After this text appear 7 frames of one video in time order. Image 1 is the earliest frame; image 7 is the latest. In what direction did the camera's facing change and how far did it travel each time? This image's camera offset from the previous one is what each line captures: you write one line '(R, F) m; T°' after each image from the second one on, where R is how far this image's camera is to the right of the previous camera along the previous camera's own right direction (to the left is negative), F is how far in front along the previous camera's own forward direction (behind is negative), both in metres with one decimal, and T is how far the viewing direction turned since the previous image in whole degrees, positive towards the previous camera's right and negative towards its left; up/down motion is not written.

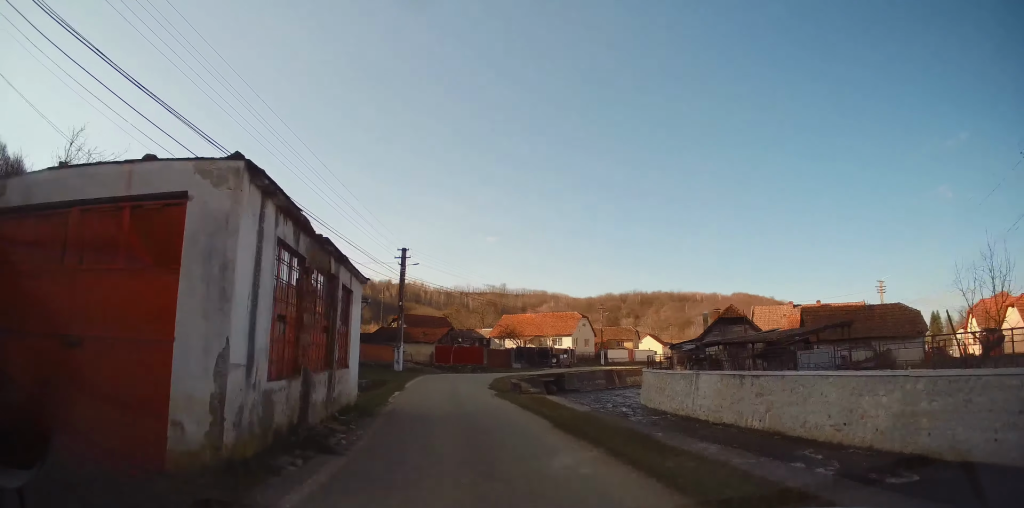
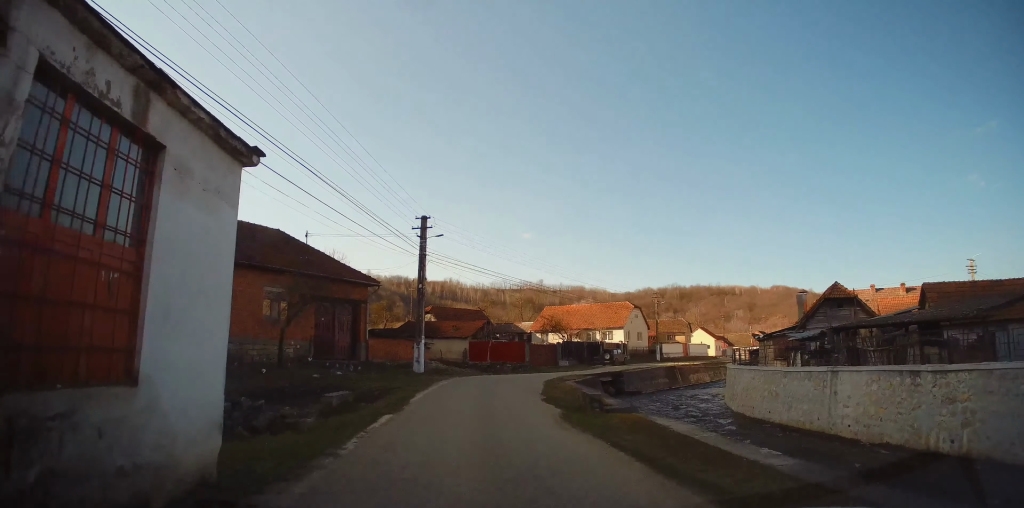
(-0.1, +8.8) m; -2°
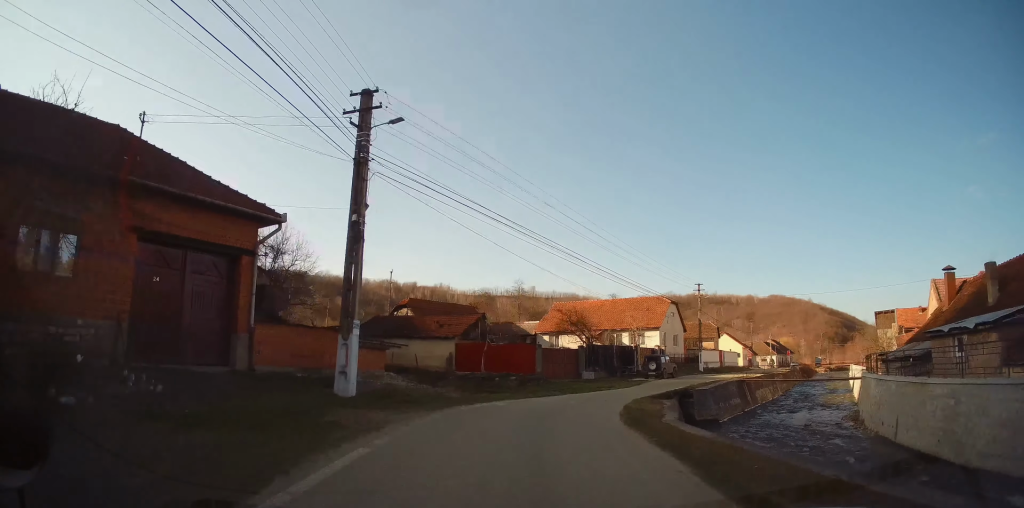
(-0.3, +14.9) m; -1°
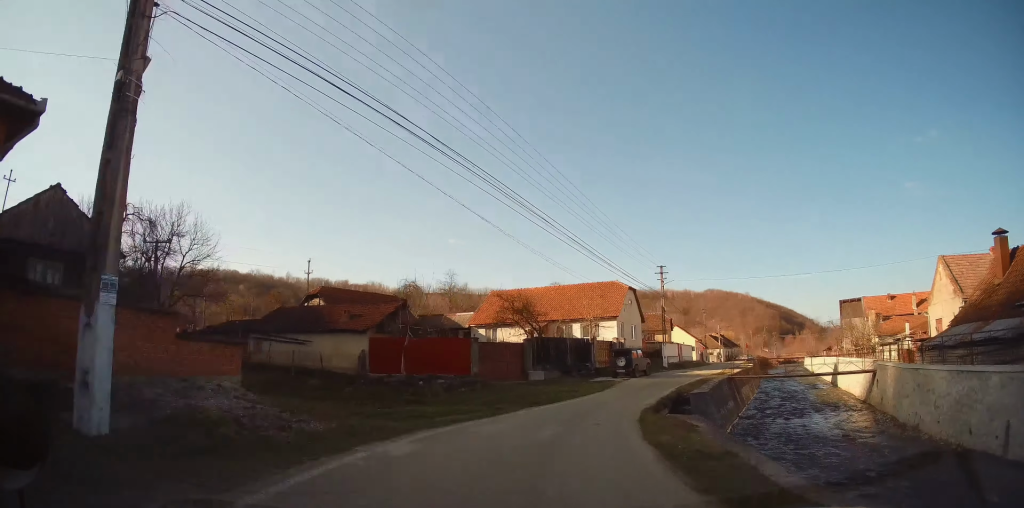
(0.0, +7.7) m; +3°
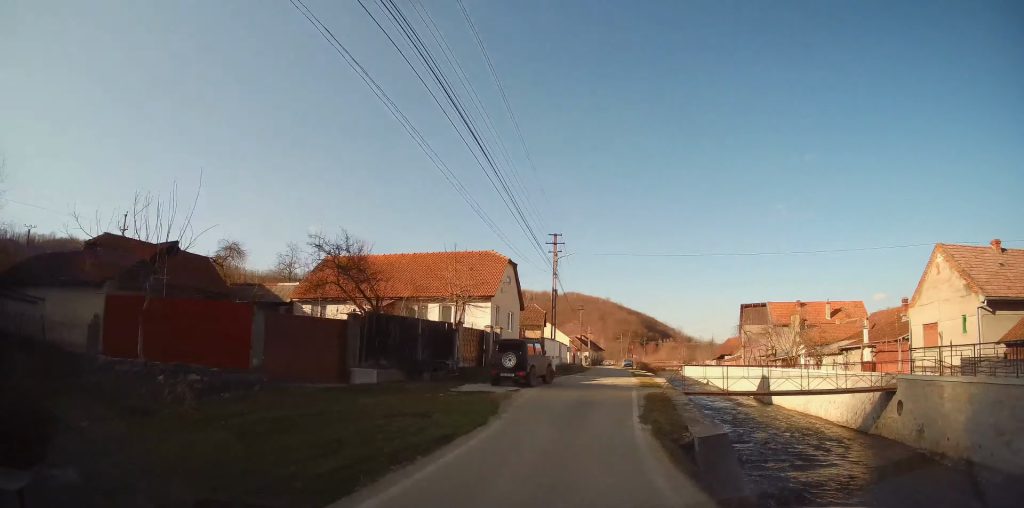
(+0.9, +12.1) m; +13°
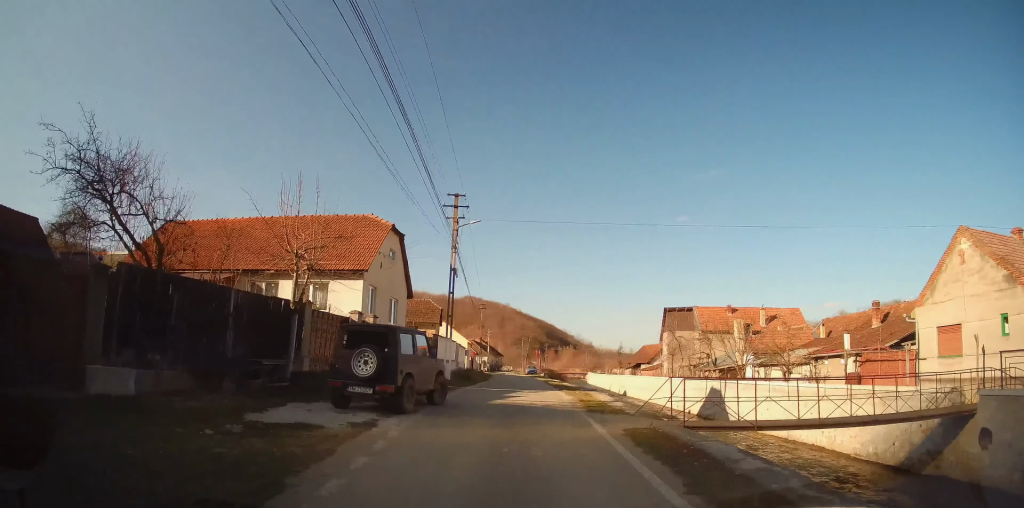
(+1.0, +9.0) m; +13°
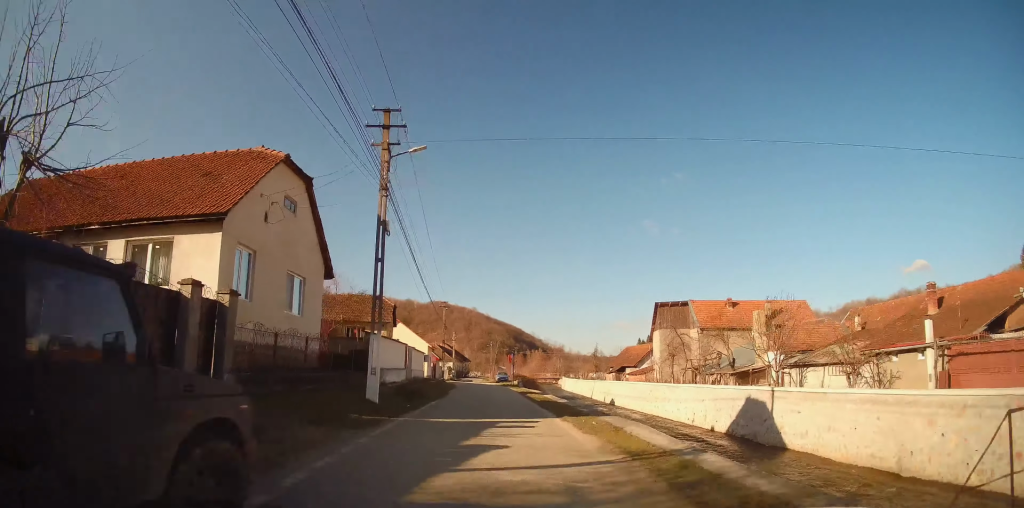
(+1.0, +9.5) m; +8°
